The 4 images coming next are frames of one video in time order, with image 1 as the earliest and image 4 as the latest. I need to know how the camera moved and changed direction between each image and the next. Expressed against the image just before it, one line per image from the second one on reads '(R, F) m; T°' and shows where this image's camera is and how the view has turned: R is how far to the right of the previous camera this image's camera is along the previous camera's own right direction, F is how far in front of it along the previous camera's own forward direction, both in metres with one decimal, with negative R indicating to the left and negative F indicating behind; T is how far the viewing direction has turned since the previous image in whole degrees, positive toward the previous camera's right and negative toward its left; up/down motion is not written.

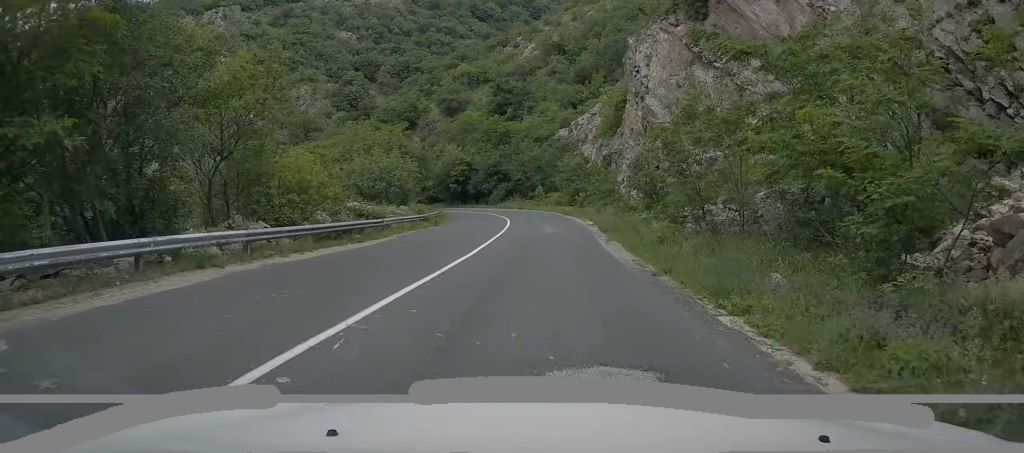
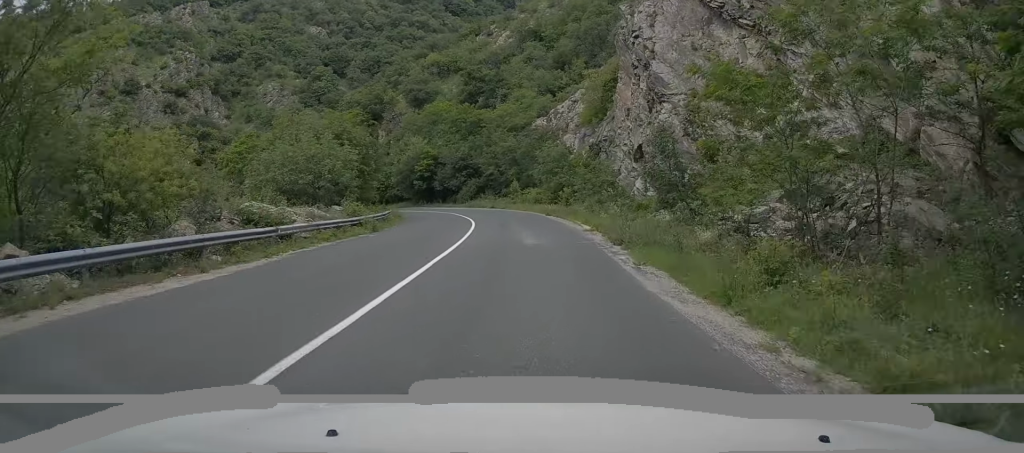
(+0.1, +8.5) m; +1°
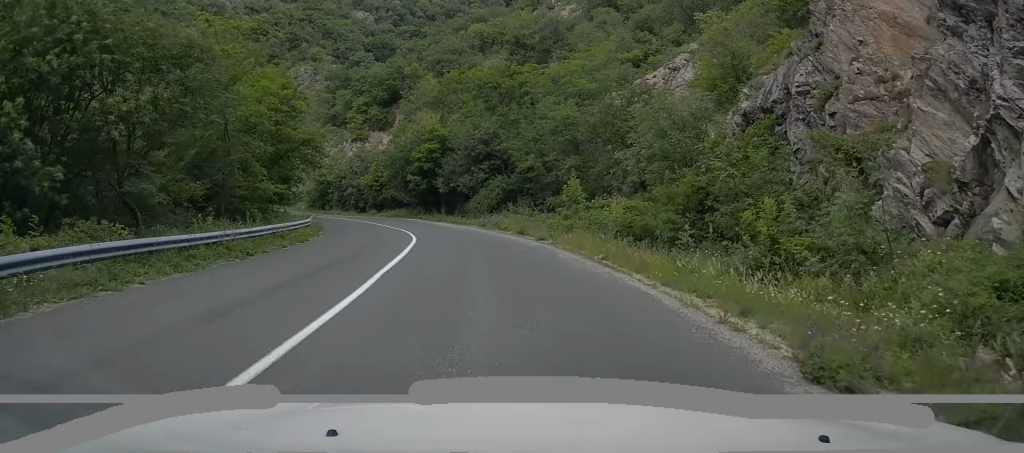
(-0.7, +26.7) m; -7°
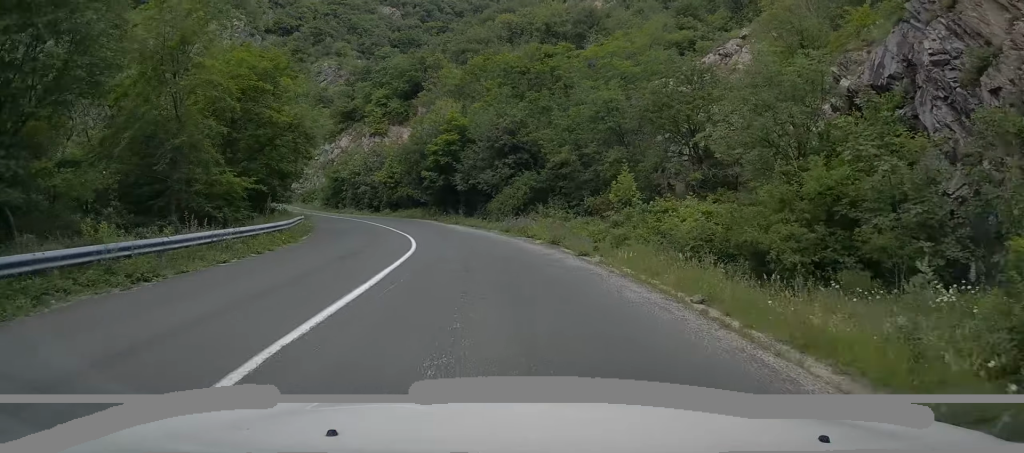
(0.0, +5.5) m; -3°
